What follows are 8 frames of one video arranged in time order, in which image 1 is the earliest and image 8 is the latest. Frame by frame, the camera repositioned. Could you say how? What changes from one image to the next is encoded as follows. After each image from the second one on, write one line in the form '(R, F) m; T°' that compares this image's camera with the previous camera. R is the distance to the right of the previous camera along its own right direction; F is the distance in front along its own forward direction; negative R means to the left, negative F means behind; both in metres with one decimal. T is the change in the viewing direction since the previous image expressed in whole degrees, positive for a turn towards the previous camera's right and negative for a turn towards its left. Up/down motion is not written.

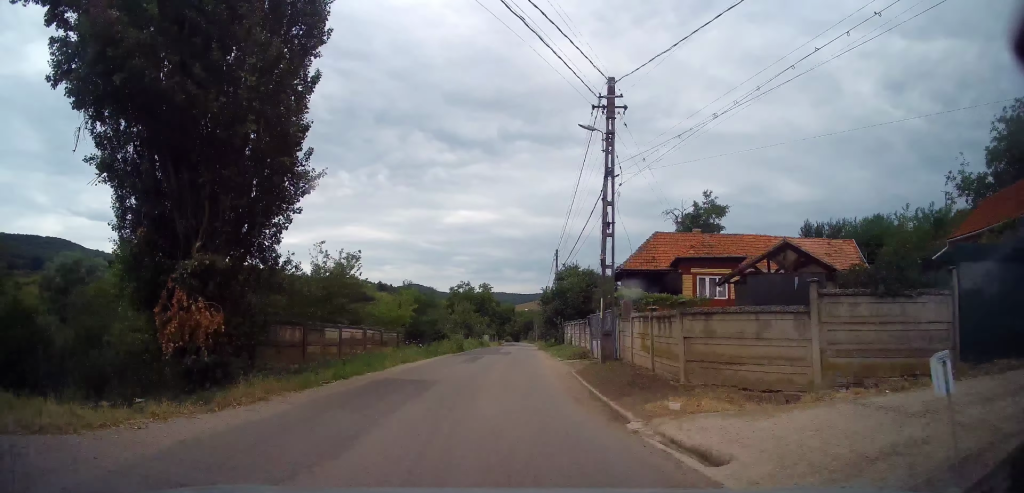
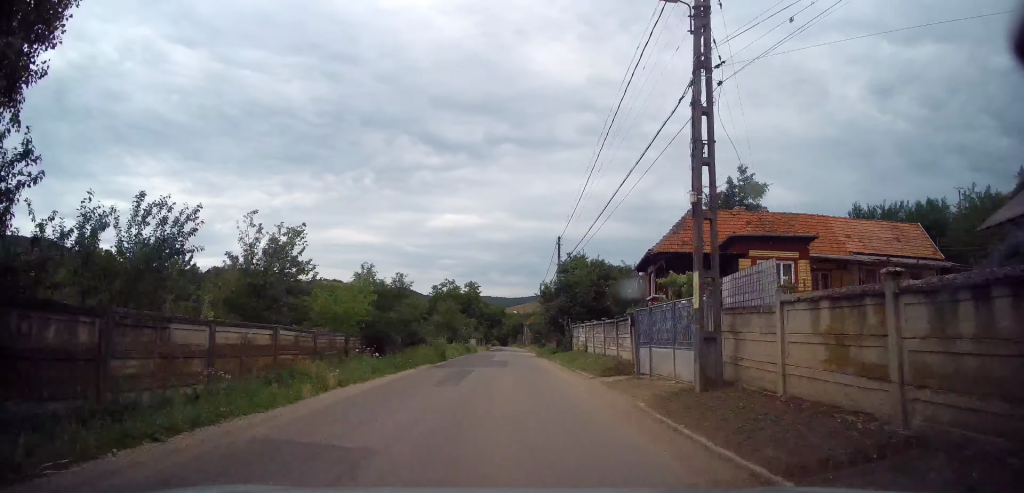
(+0.2, +8.2) m; +2°
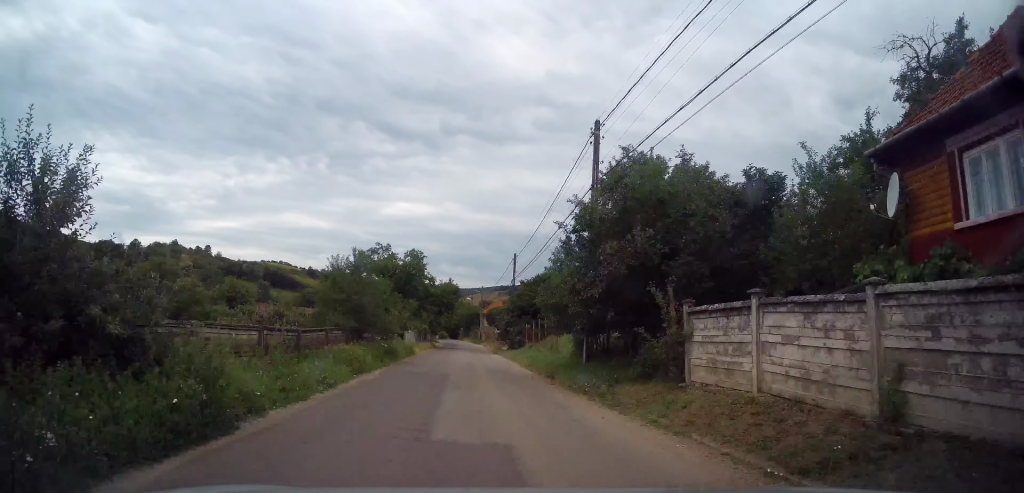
(+1.0, +24.9) m; +5°
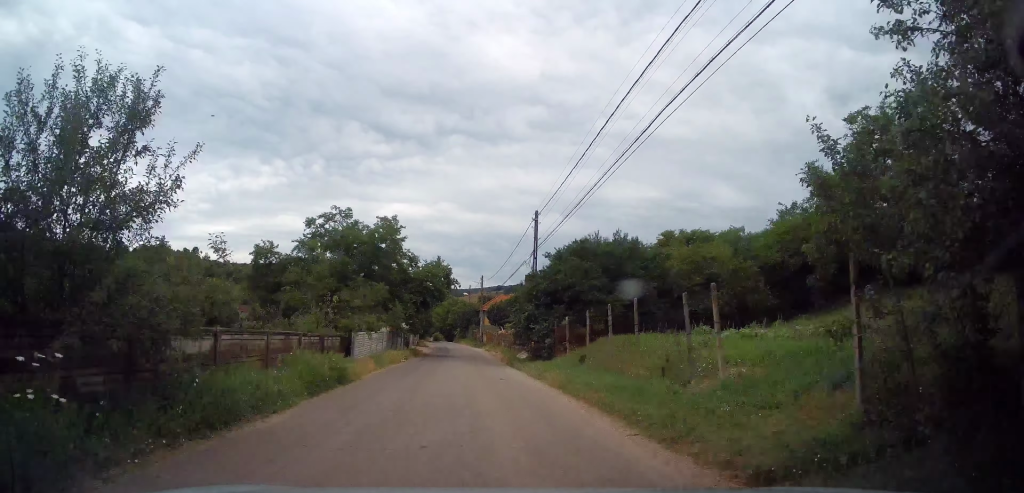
(+0.9, +19.9) m; +3°
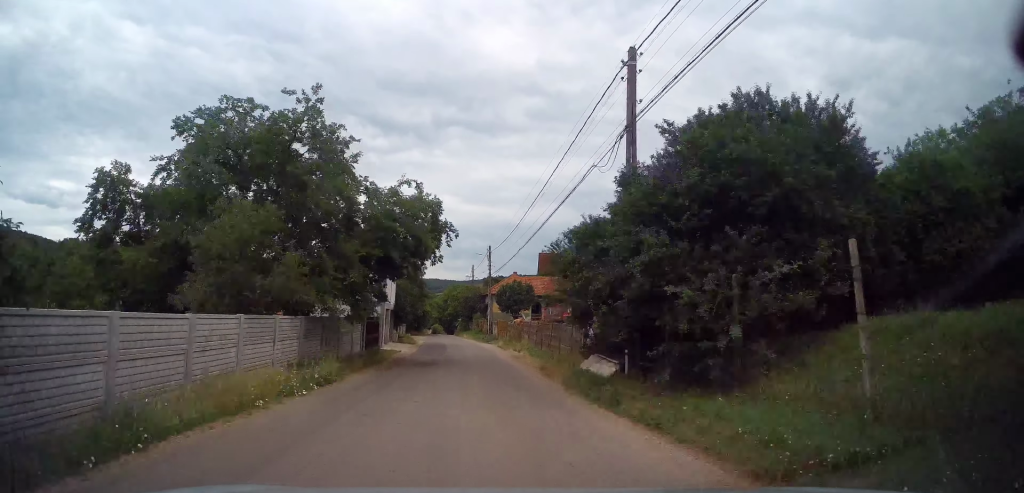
(+0.3, +20.2) m; 0°
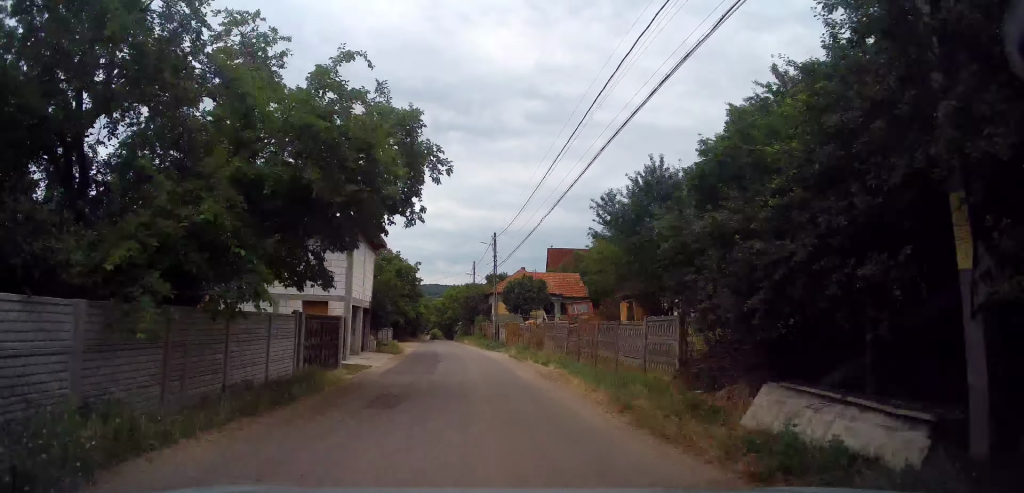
(0.0, +10.0) m; -1°
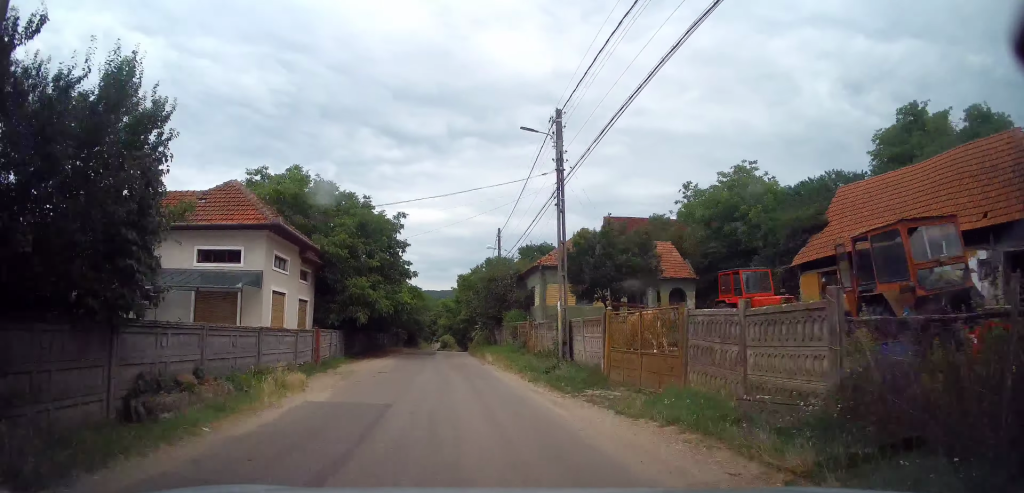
(-0.6, +24.8) m; -1°
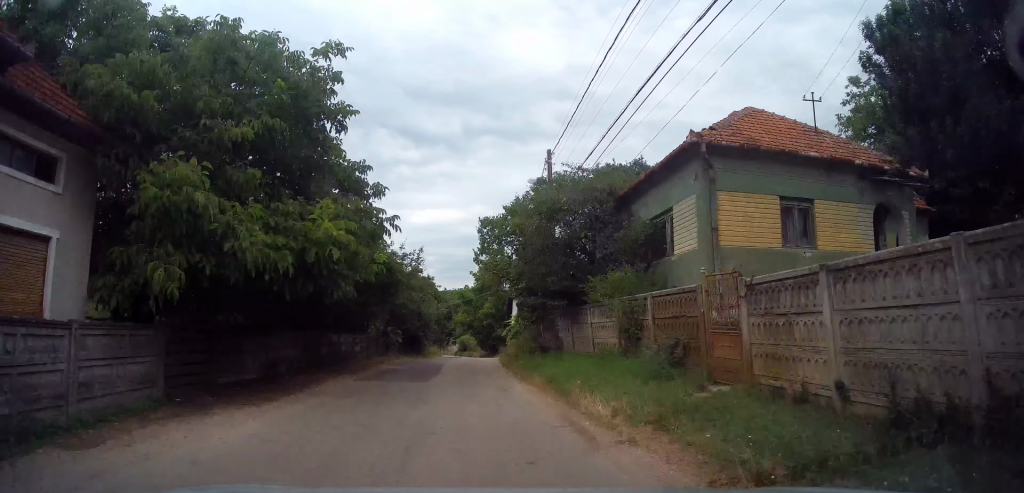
(0.0, +17.5) m; -1°
